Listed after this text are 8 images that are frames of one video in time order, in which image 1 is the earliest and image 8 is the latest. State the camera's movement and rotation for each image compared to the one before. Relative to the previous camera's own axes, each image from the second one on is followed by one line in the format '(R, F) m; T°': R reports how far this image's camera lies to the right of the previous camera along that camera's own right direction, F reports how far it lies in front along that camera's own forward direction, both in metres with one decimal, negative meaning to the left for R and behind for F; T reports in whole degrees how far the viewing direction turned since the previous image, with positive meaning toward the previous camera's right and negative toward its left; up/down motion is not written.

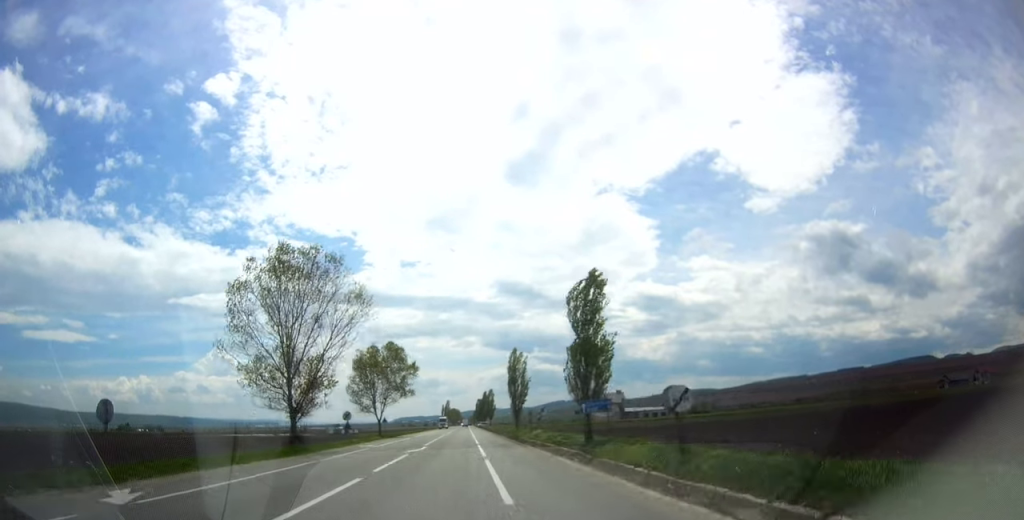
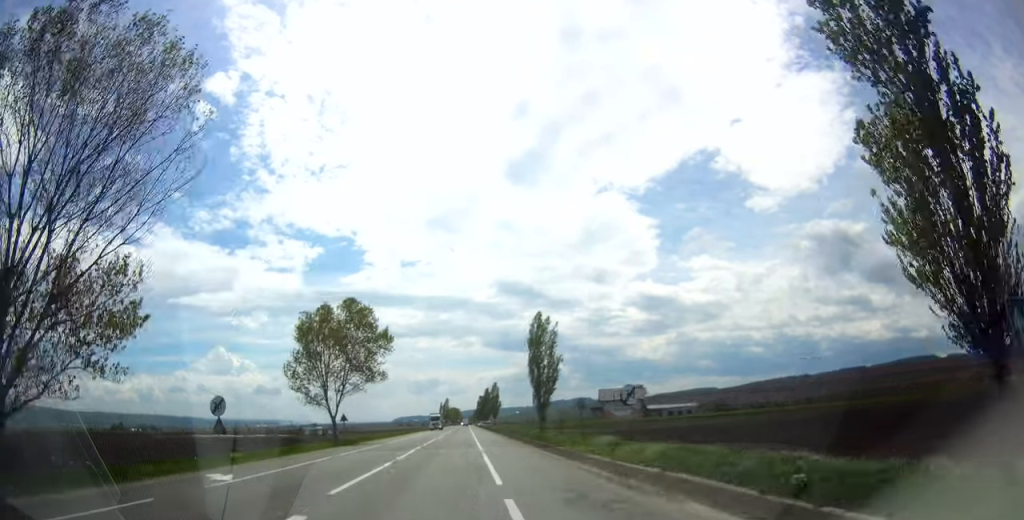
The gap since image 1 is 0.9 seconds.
(0.0, +26.9) m; 0°
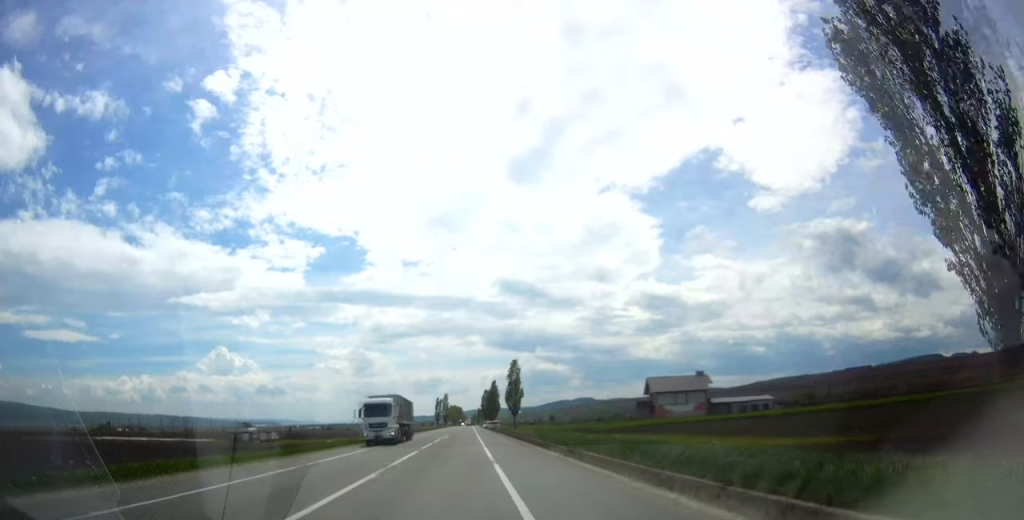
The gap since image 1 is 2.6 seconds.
(-0.4, +50.4) m; -1°
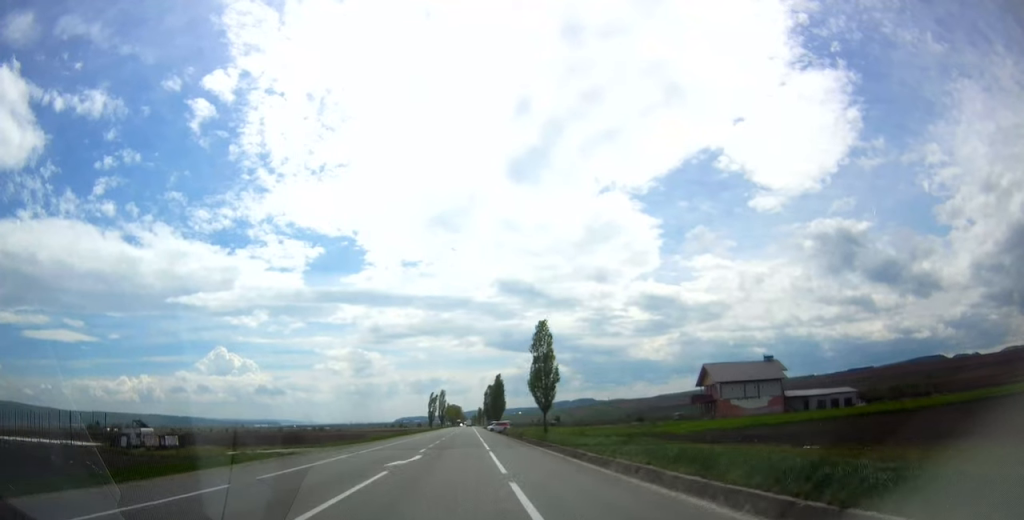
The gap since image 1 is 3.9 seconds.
(+0.1, +36.4) m; 0°
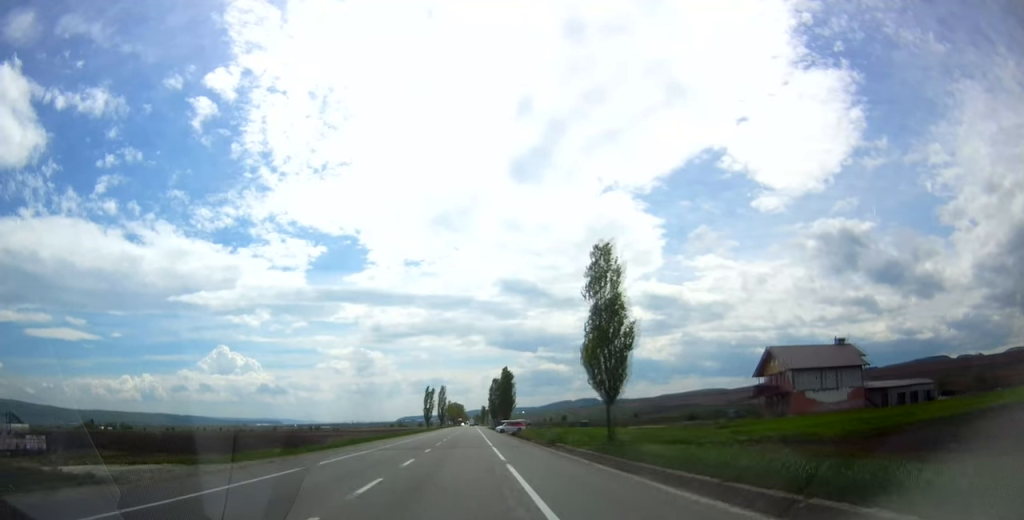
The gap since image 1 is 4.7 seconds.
(-0.1, +24.6) m; 0°
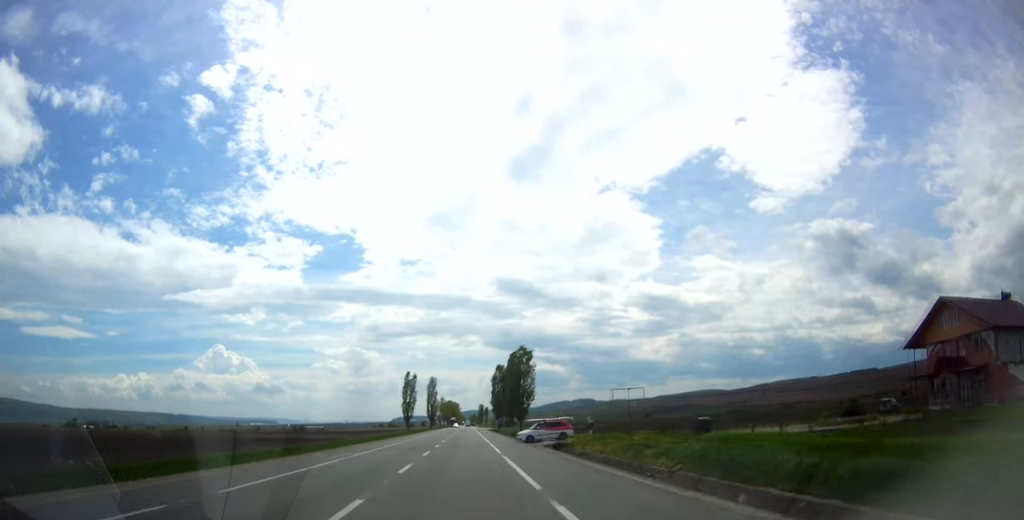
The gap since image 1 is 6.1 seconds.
(+0.1, +39.8) m; 0°
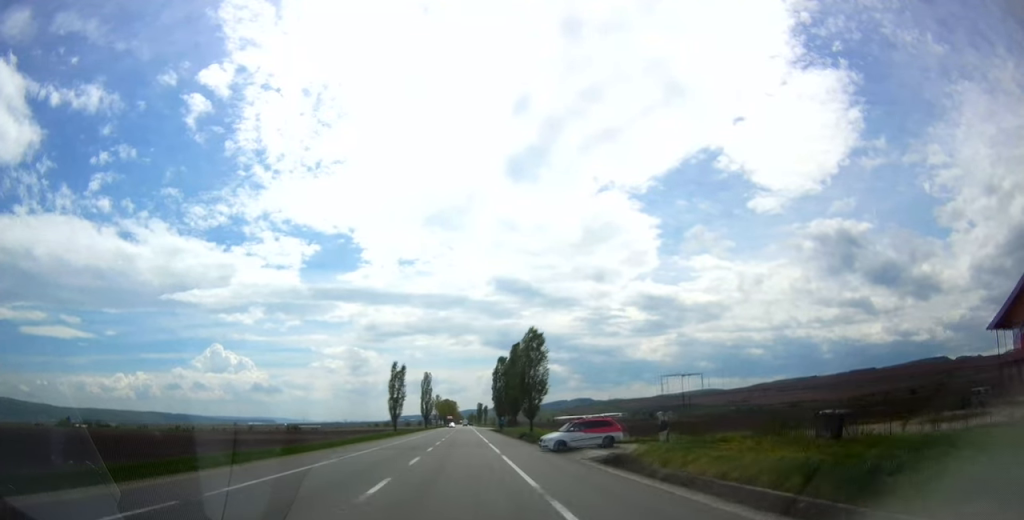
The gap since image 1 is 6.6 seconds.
(-0.1, +15.2) m; 0°
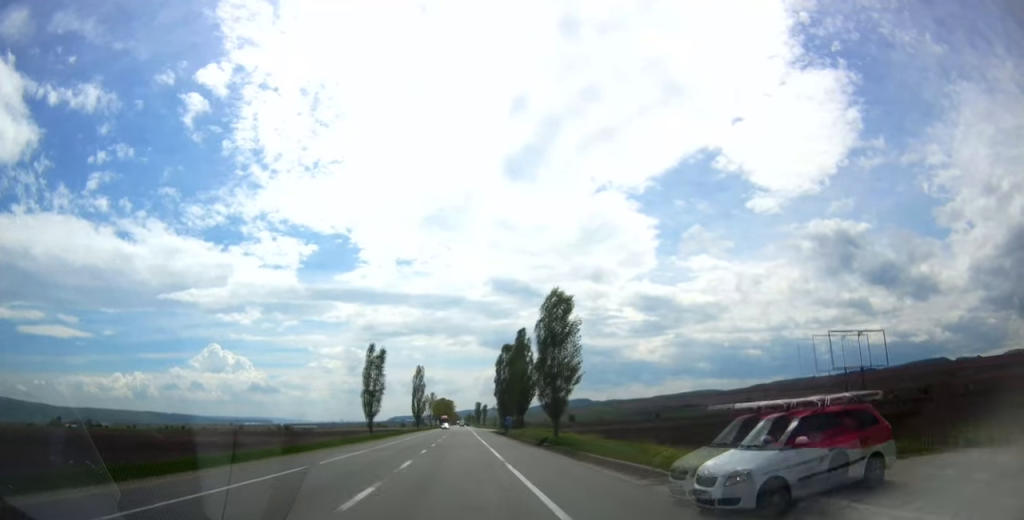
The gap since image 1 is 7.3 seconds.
(+0.1, +19.9) m; 0°
